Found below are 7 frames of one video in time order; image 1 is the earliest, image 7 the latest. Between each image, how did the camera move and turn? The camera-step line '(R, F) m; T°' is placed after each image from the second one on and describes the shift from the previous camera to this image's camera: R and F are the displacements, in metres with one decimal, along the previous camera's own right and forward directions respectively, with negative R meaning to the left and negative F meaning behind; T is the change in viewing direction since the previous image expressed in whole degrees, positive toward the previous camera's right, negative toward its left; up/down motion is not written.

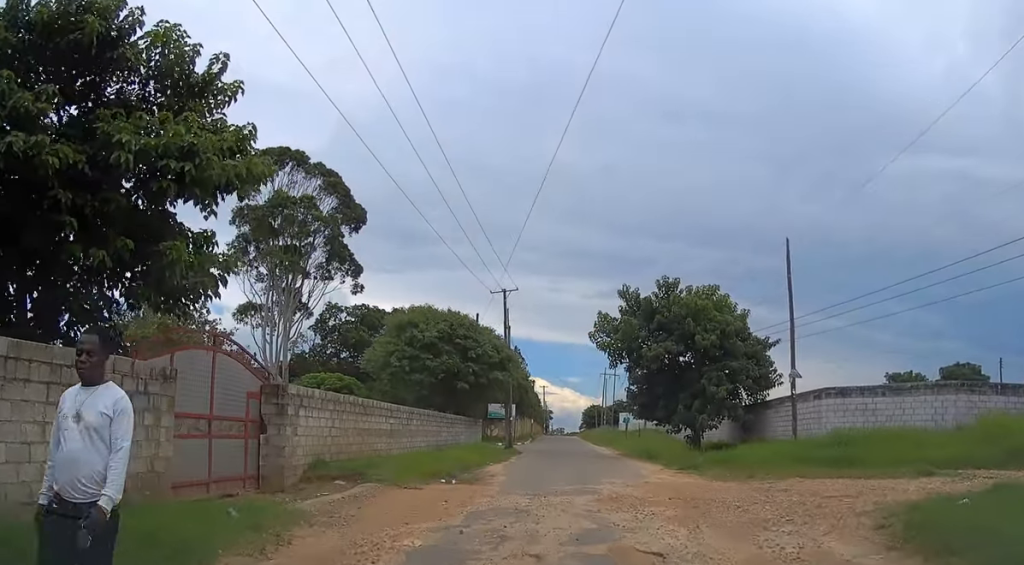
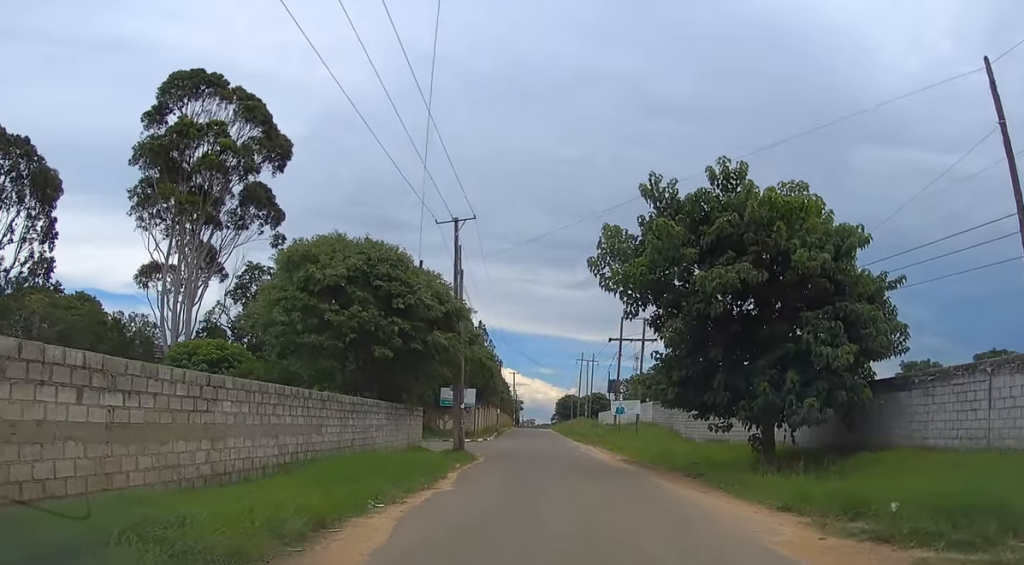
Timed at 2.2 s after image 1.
(-0.2, +14.5) m; +2°
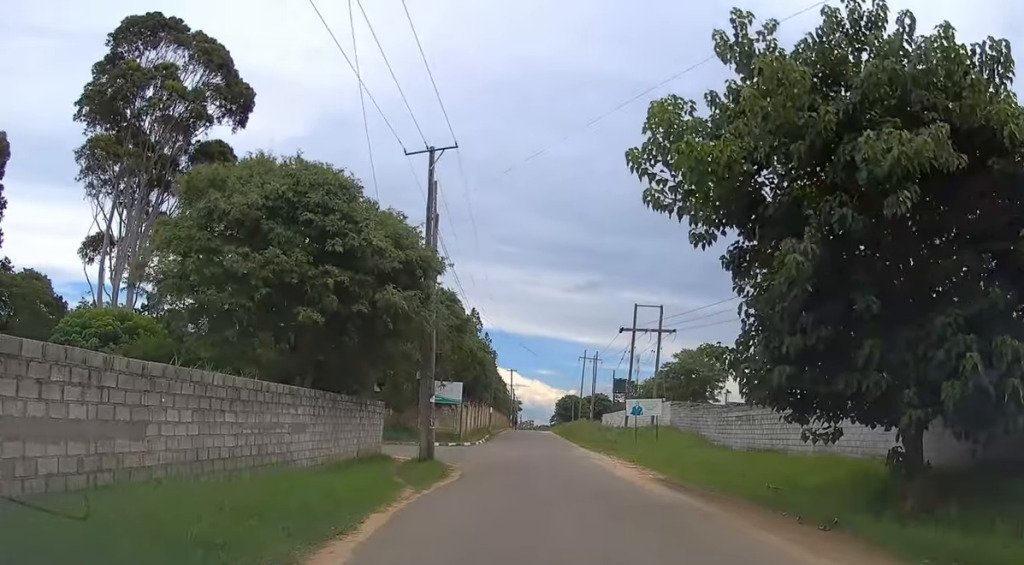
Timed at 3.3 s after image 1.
(+0.3, +8.3) m; +1°
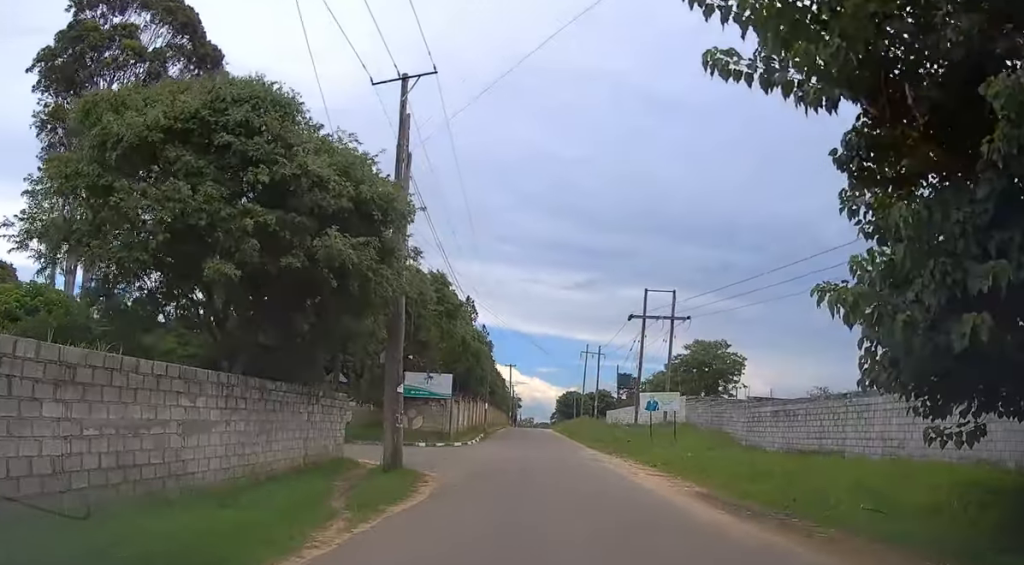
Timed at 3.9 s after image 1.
(-0.1, +5.1) m; -1°
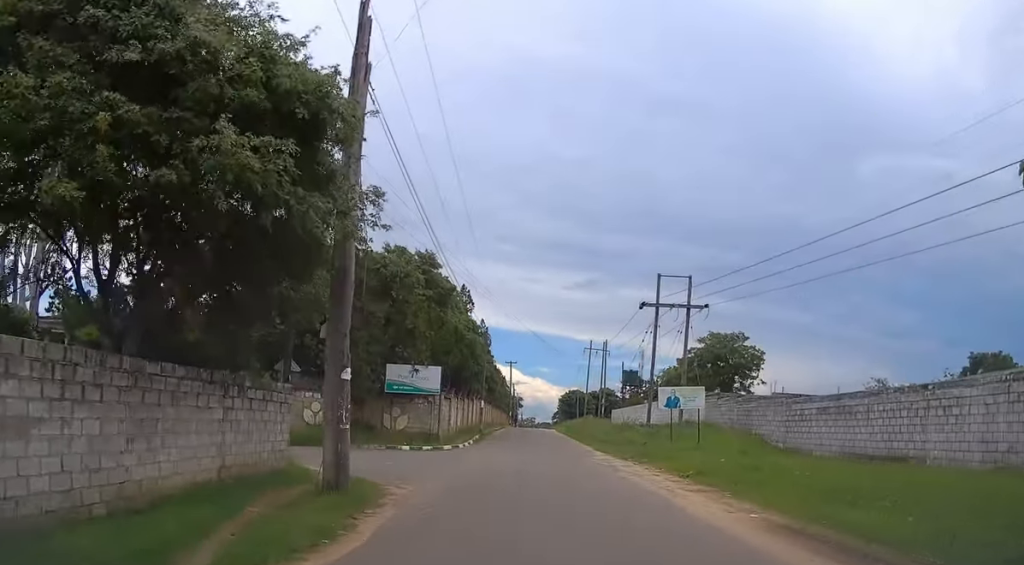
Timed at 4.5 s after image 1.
(-0.1, +4.6) m; -1°
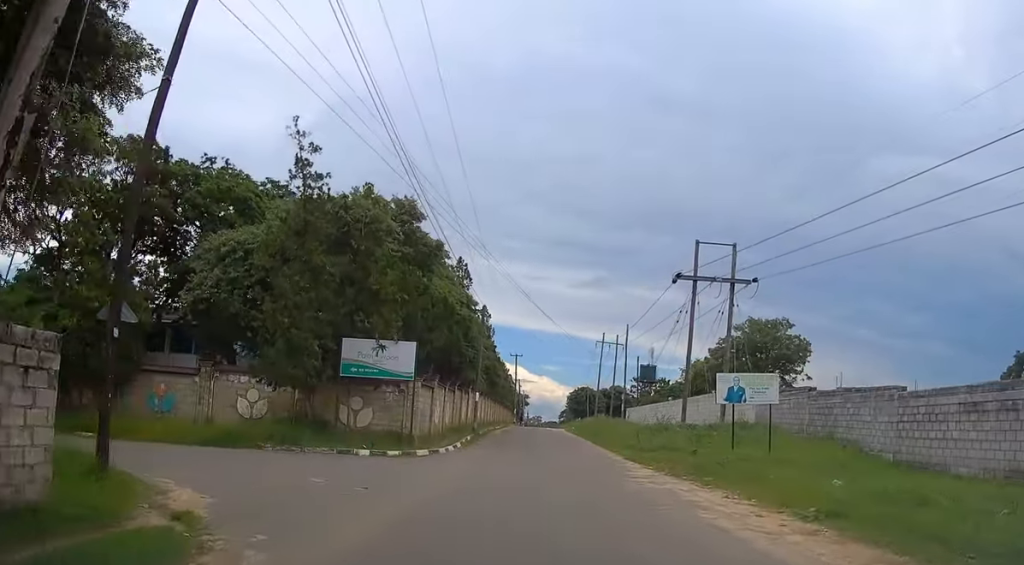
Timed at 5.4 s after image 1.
(0.0, +8.4) m; +1°
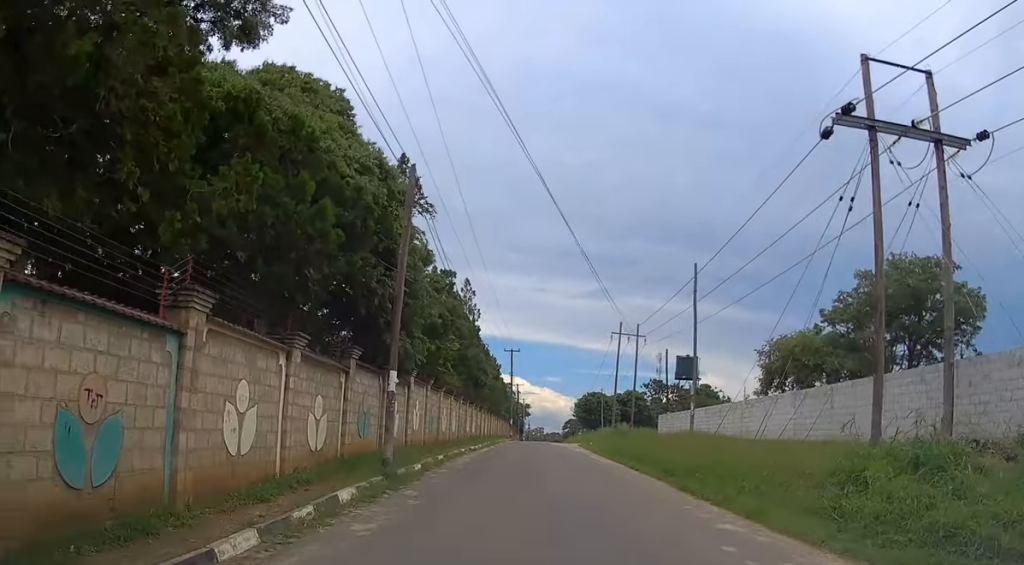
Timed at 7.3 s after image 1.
(+0.3, +20.3) m; 0°
